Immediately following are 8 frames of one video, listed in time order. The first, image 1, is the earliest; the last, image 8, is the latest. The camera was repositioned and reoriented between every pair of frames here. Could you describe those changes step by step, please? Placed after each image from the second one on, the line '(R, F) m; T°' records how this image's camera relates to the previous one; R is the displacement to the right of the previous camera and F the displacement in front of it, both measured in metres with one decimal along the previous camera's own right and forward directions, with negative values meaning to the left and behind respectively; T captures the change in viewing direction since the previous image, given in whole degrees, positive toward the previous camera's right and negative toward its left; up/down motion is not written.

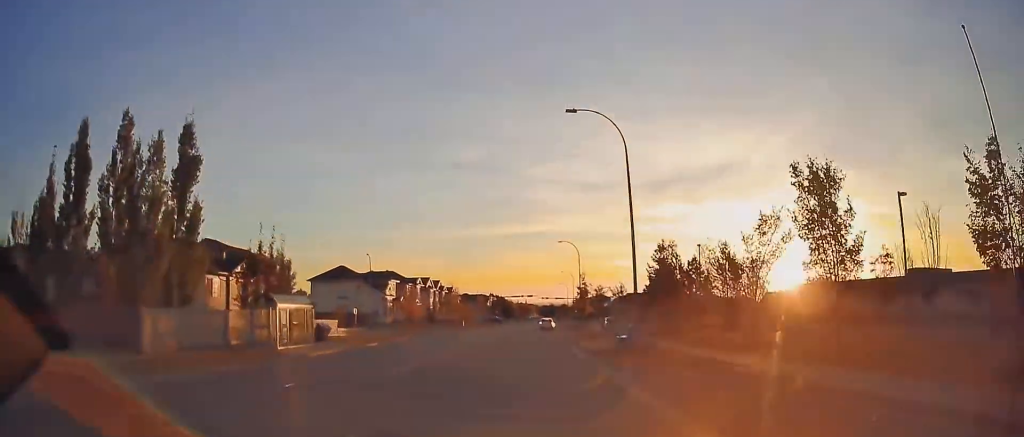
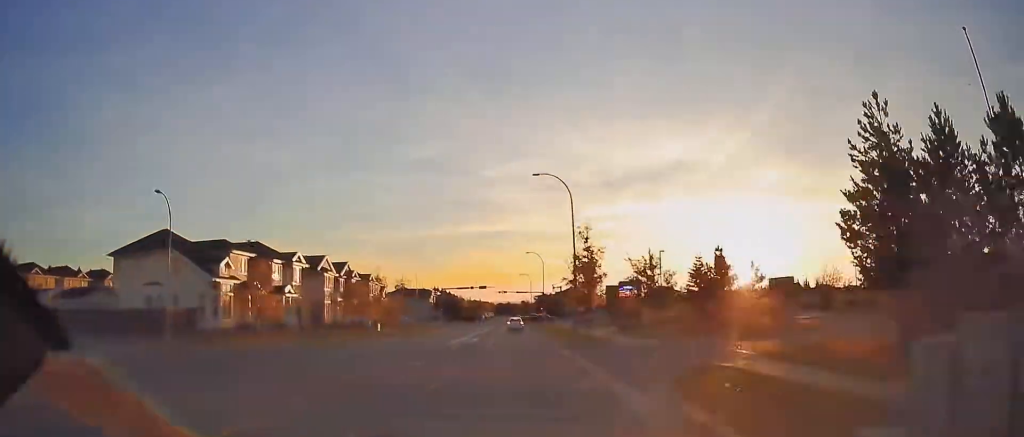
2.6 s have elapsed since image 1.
(+0.7, +33.0) m; +2°
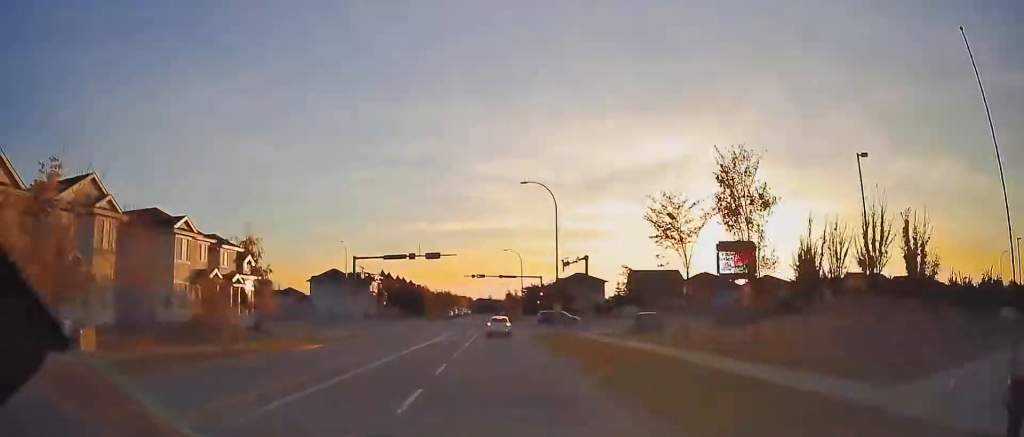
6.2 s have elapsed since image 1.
(+1.1, +40.6) m; +3°
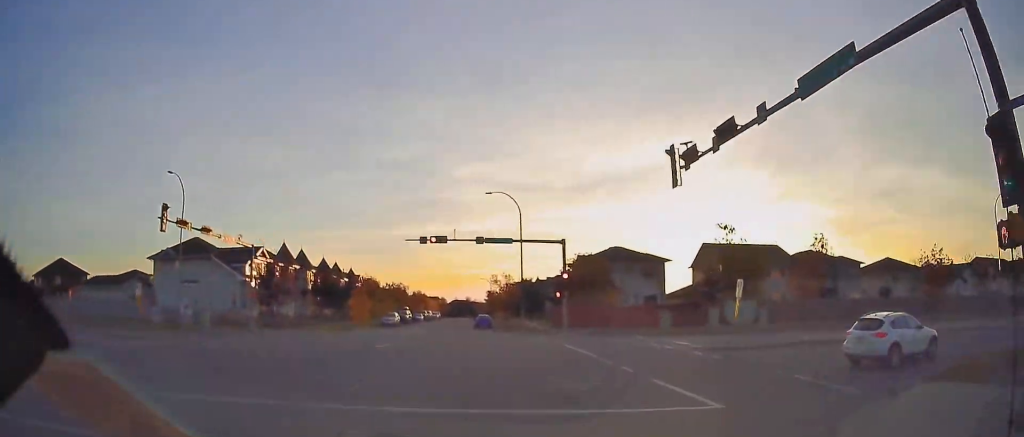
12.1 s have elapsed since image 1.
(+0.3, +44.9) m; +22°
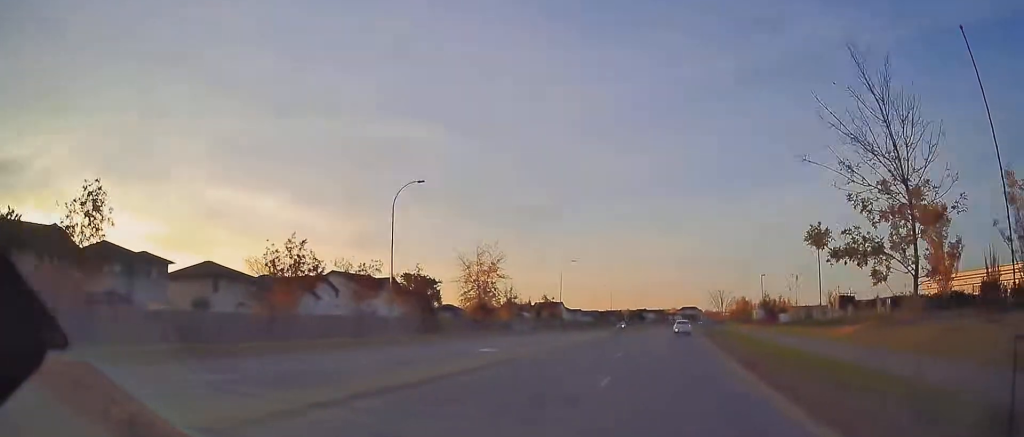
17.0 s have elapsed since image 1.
(+18.7, +19.7) m; +63°
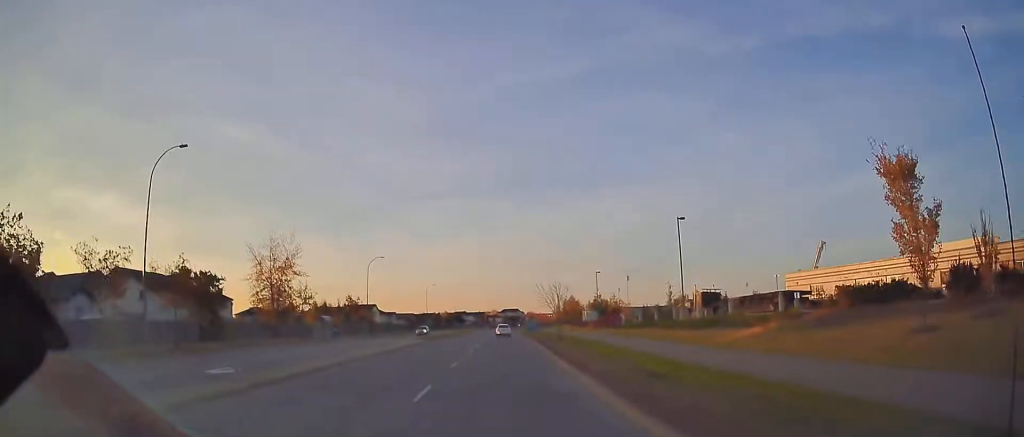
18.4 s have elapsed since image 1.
(+1.4, +10.4) m; +7°
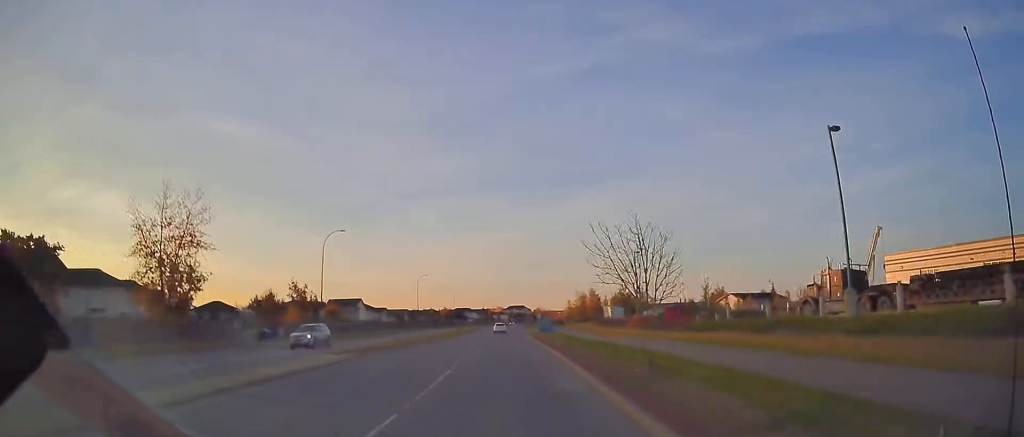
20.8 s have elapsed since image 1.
(+0.3, +23.1) m; +2°
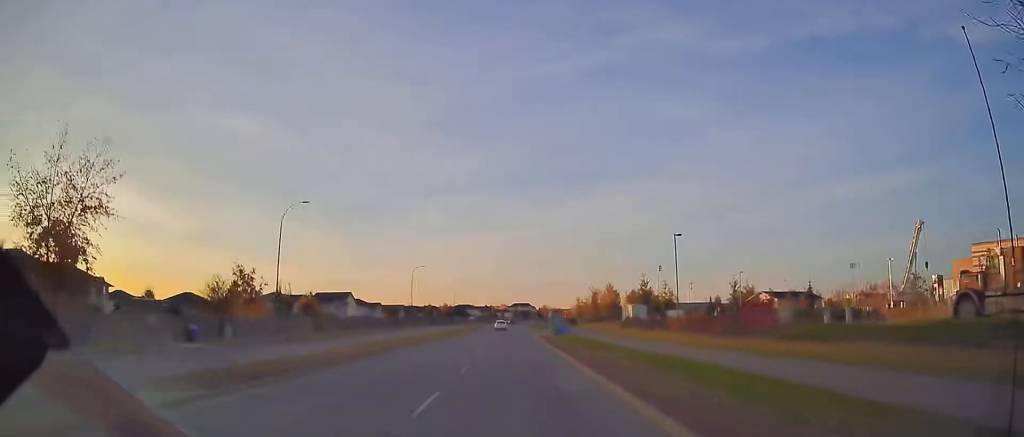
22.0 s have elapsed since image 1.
(0.0, +12.8) m; +1°
